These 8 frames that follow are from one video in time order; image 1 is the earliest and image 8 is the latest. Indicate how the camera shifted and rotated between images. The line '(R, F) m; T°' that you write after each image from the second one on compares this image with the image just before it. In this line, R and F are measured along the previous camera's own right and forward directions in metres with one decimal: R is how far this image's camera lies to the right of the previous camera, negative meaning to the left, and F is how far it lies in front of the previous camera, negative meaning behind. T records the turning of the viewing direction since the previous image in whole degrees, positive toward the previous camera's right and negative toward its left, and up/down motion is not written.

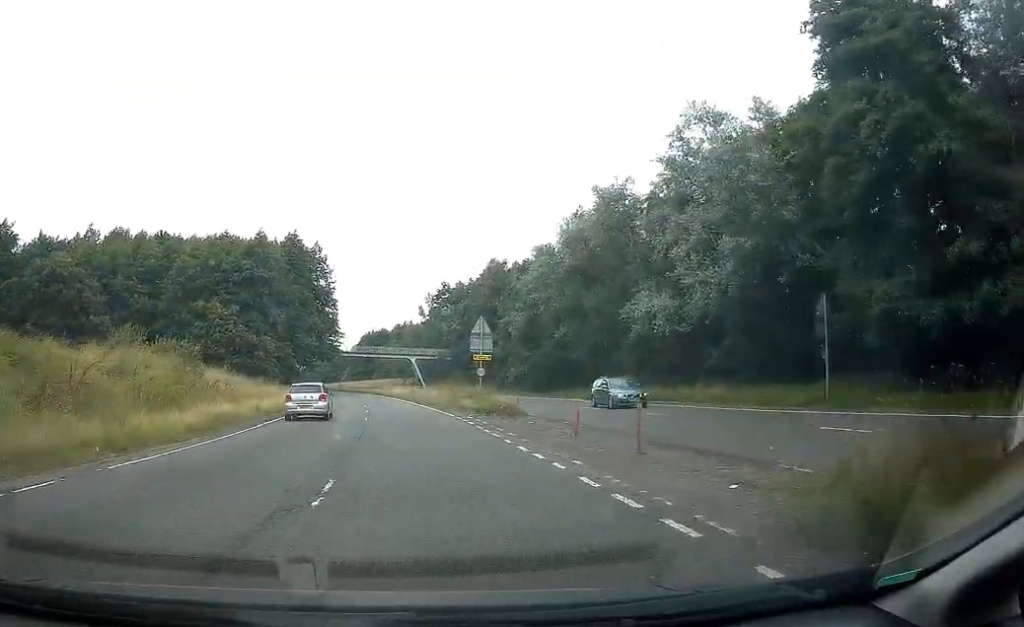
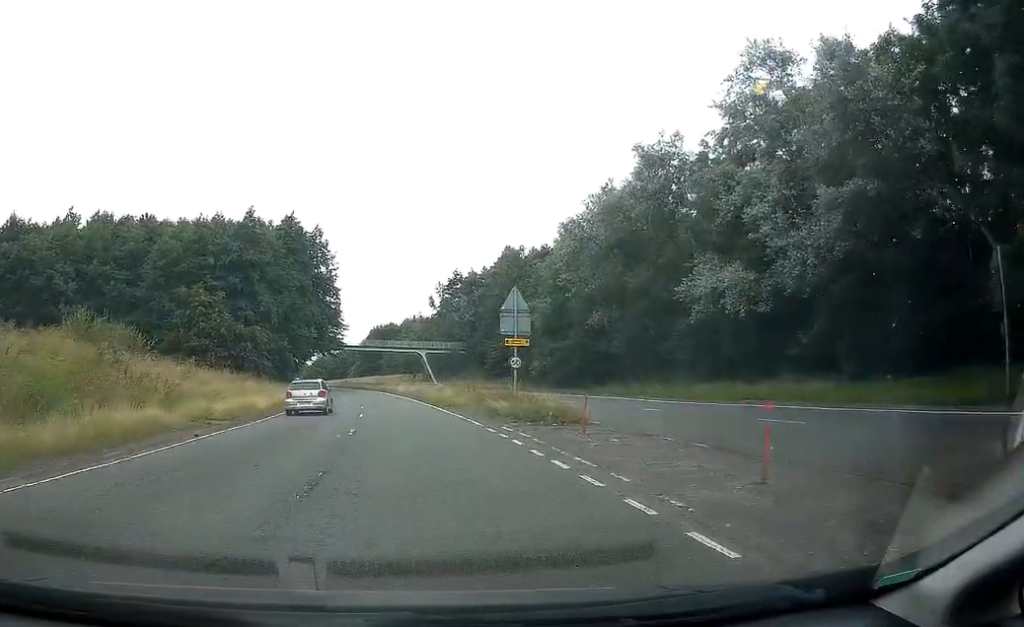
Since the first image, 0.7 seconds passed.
(-0.2, +9.3) m; 0°
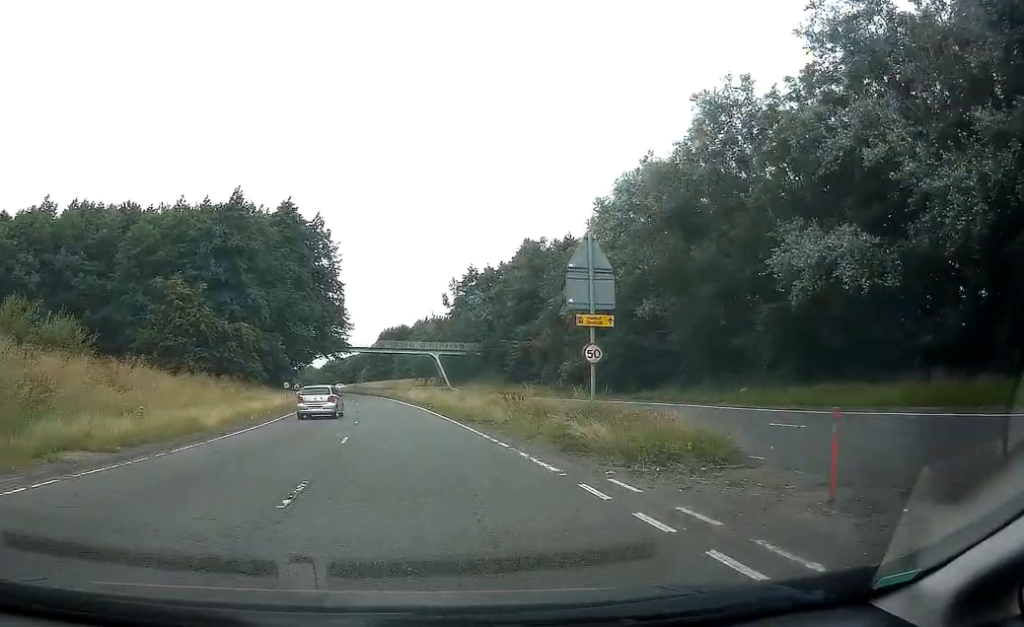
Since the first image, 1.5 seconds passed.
(+0.1, +9.9) m; 0°
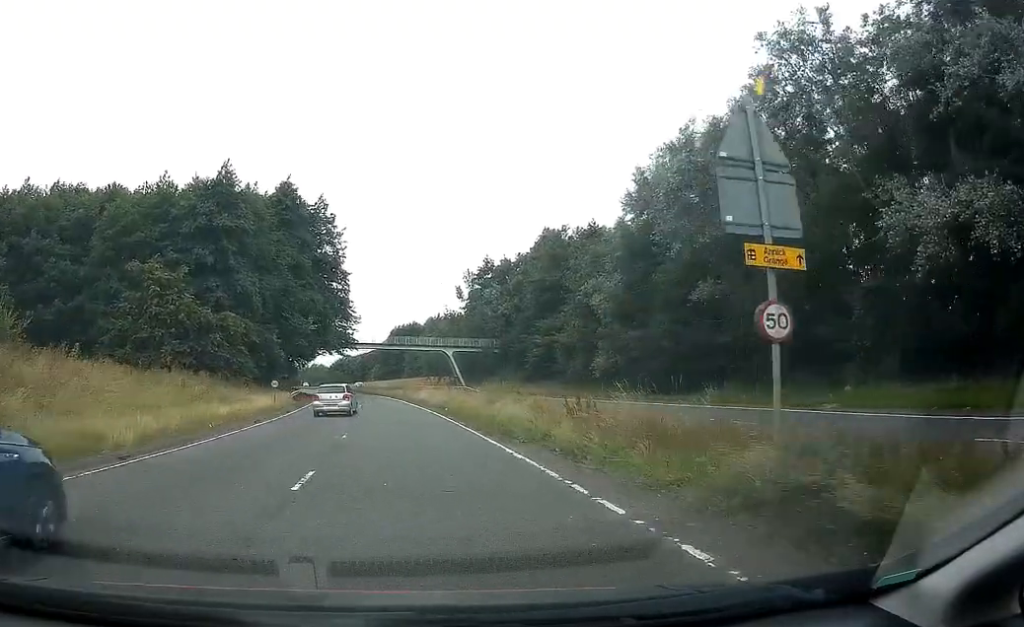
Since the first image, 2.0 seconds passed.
(0.0, +7.3) m; -1°
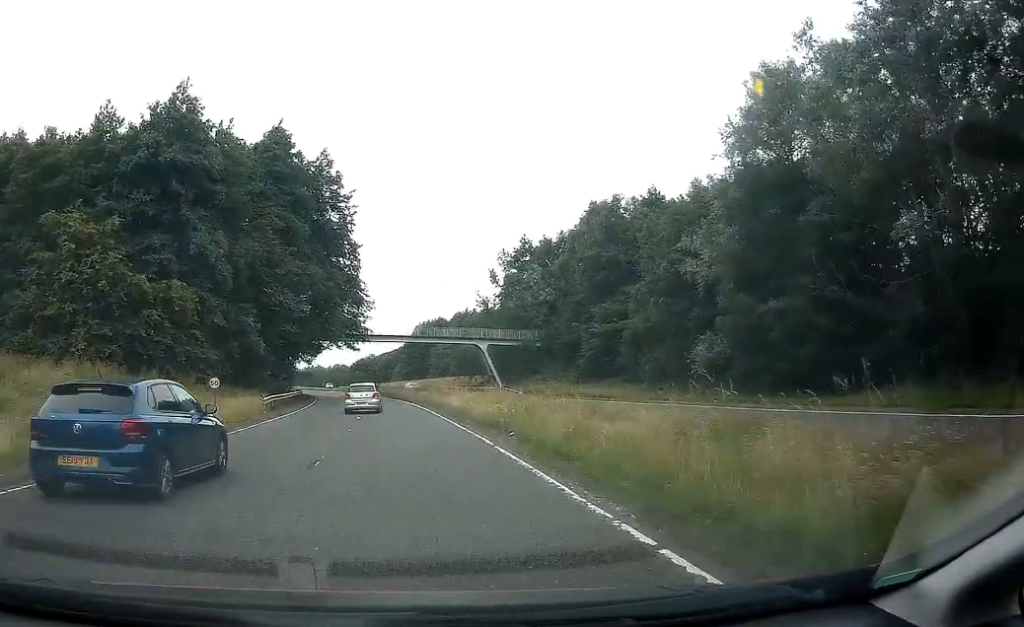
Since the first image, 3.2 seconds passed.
(-0.5, +16.5) m; -3°
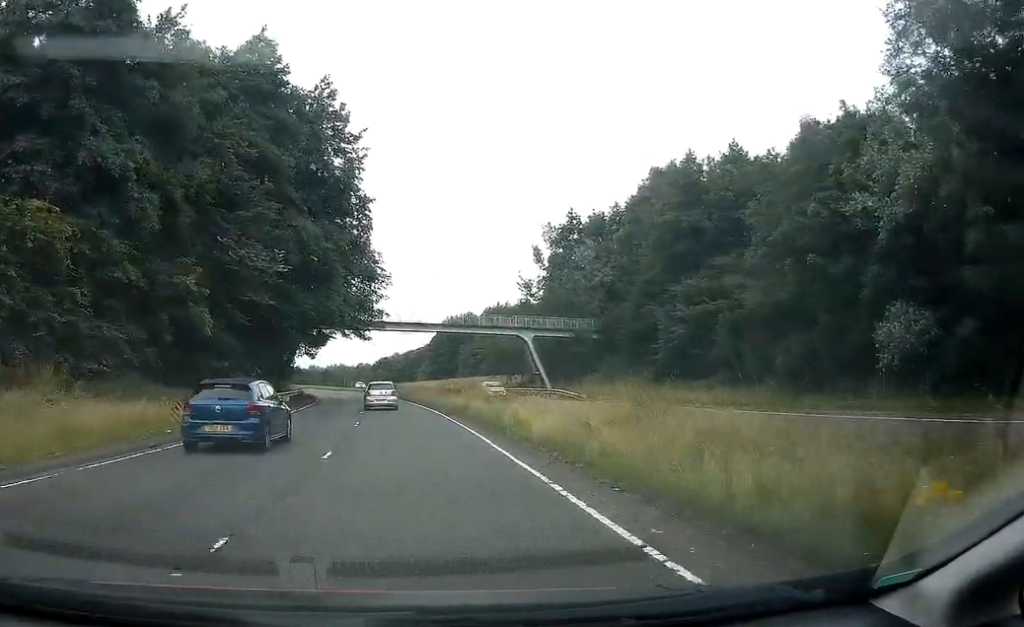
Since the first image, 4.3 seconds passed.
(-0.4, +16.0) m; -3°
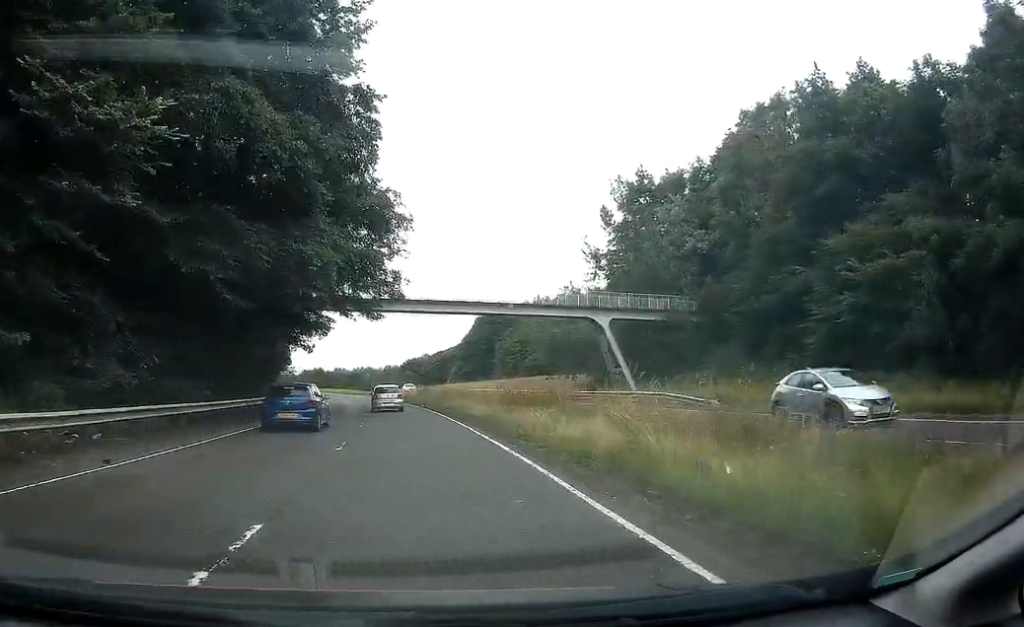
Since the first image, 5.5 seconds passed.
(-0.6, +18.0) m; -3°
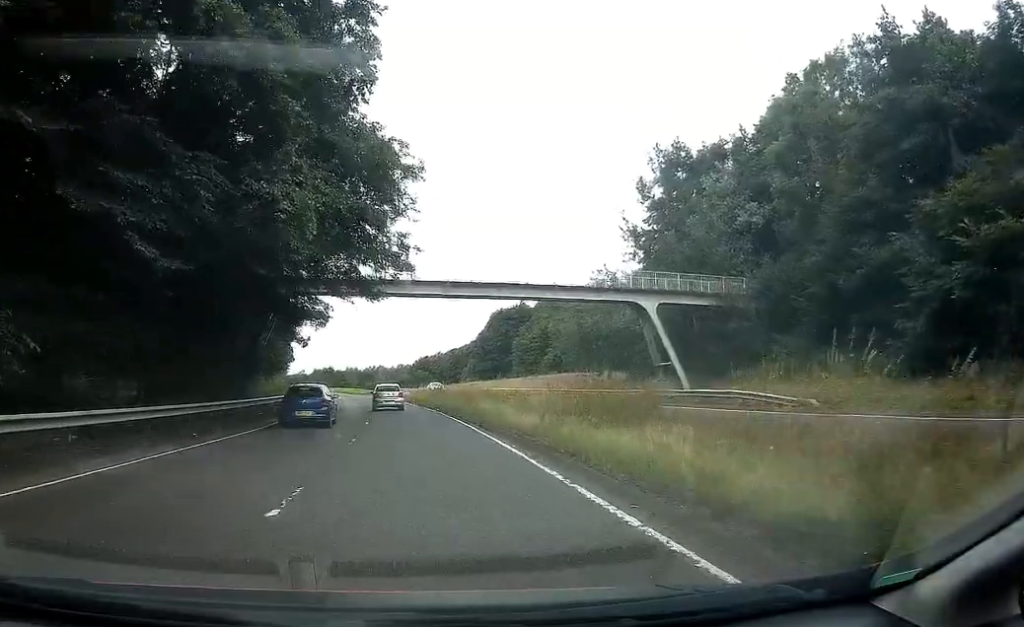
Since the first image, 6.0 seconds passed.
(-0.1, +7.7) m; -1°
